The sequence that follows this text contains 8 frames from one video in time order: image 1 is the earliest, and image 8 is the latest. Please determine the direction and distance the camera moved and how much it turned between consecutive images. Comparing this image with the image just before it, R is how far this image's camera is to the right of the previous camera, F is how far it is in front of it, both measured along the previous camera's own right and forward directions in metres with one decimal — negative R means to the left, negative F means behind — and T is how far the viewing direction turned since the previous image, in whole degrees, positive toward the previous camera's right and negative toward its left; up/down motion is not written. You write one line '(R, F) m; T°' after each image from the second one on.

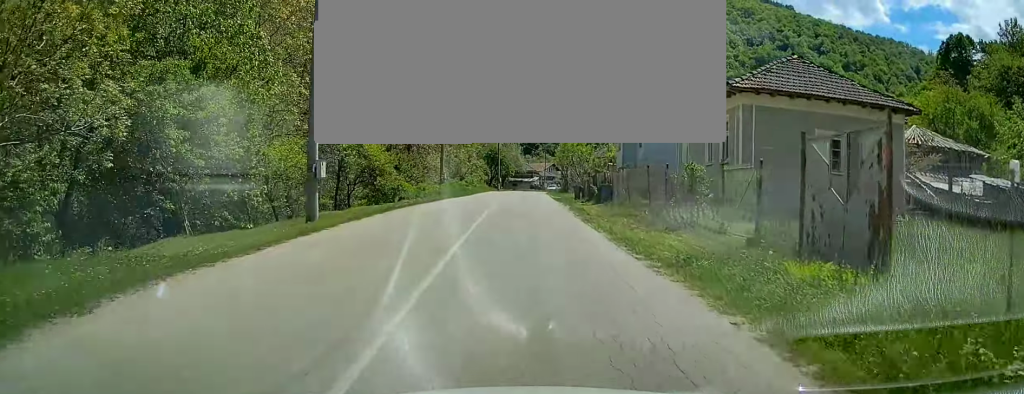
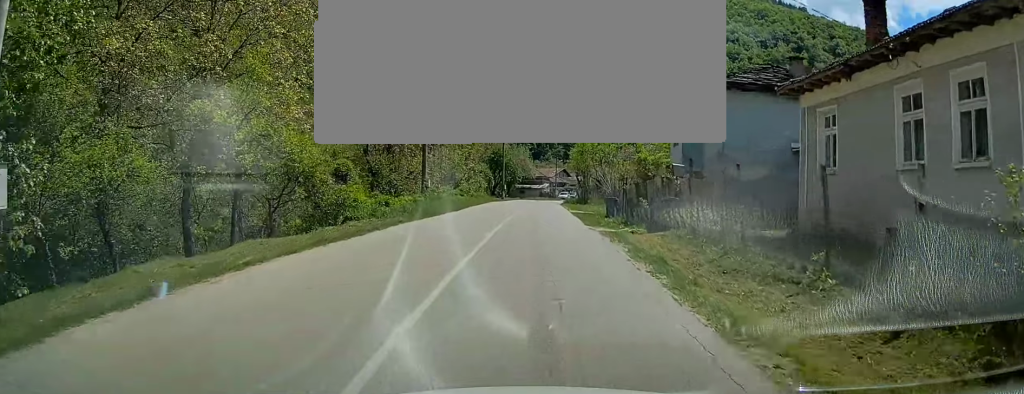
(0.0, +12.9) m; +1°
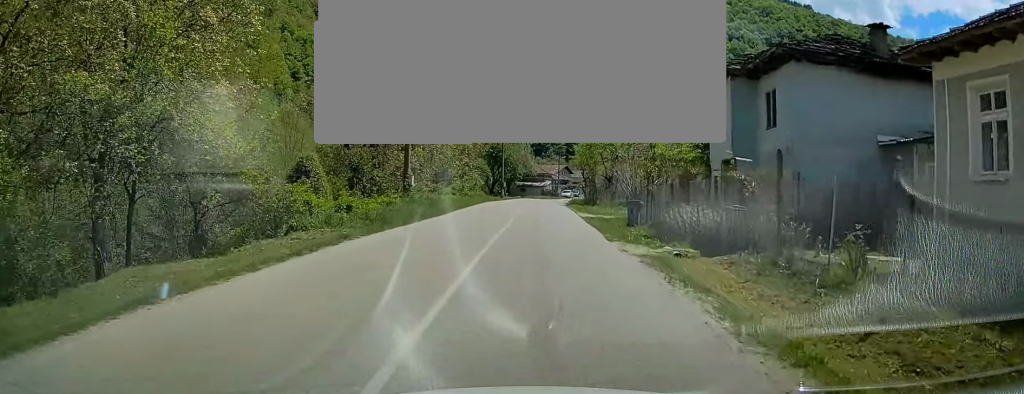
(0.0, +6.1) m; 0°
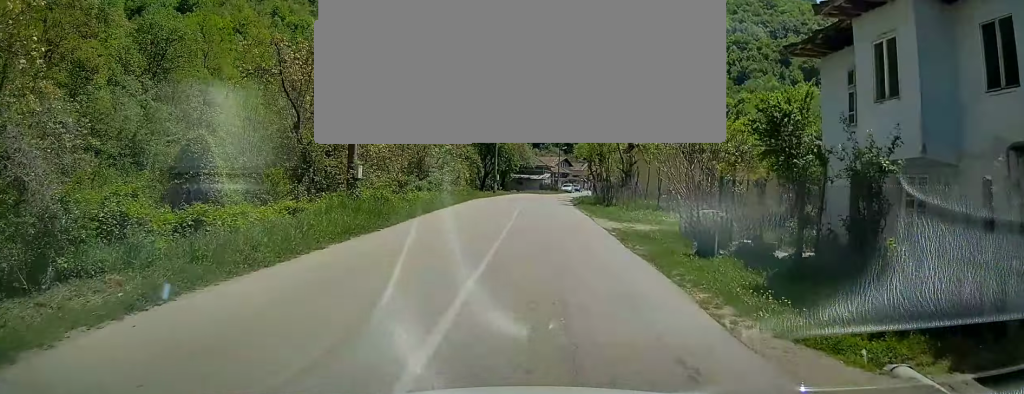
(+0.2, +10.3) m; 0°
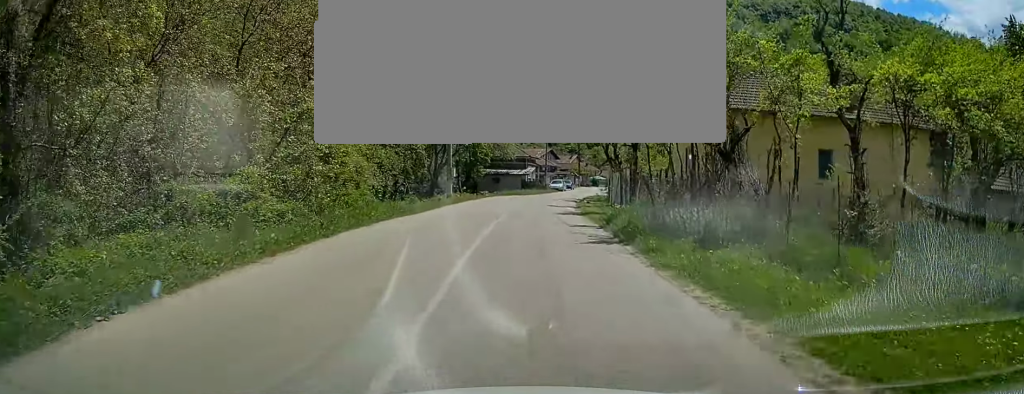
(-0.3, +23.8) m; 0°
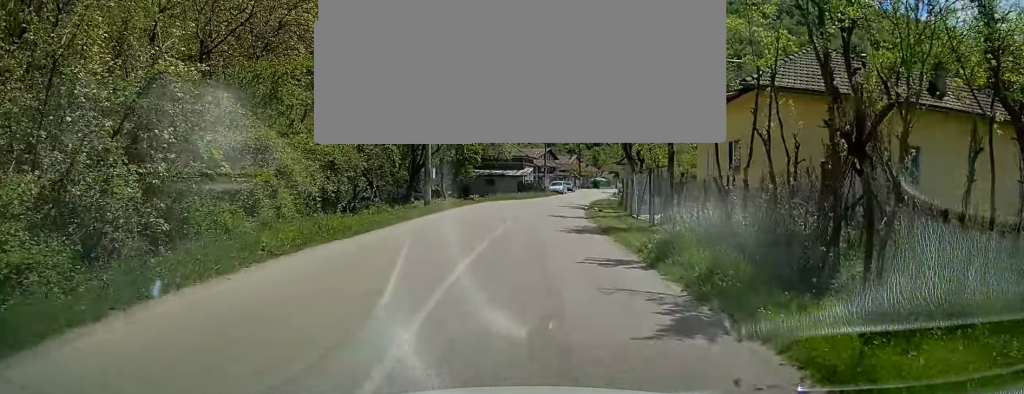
(-0.1, +7.2) m; +1°
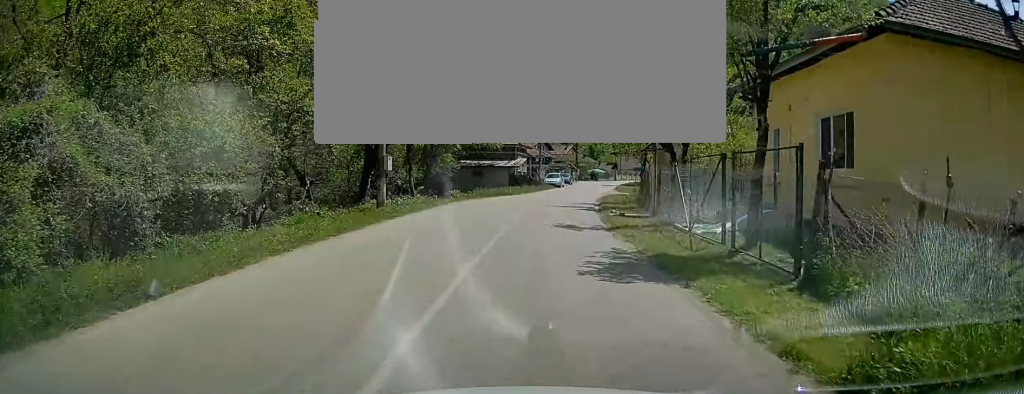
(0.0, +8.3) m; +1°
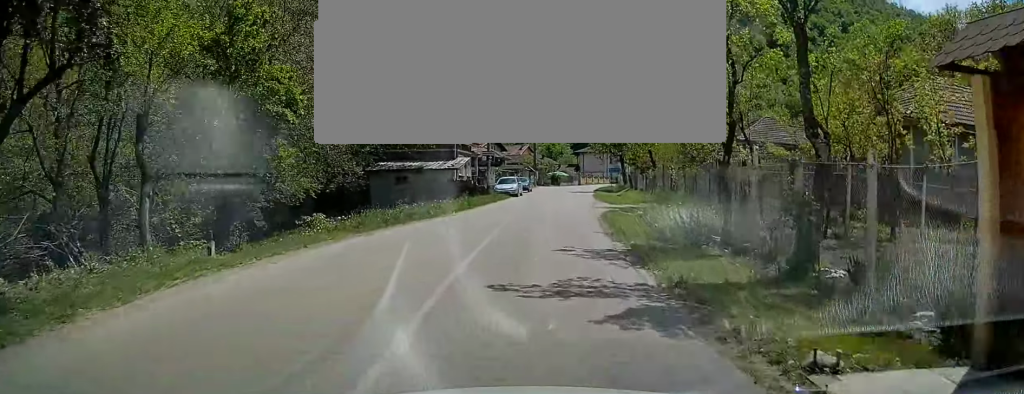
(+0.8, +17.9) m; +4°
